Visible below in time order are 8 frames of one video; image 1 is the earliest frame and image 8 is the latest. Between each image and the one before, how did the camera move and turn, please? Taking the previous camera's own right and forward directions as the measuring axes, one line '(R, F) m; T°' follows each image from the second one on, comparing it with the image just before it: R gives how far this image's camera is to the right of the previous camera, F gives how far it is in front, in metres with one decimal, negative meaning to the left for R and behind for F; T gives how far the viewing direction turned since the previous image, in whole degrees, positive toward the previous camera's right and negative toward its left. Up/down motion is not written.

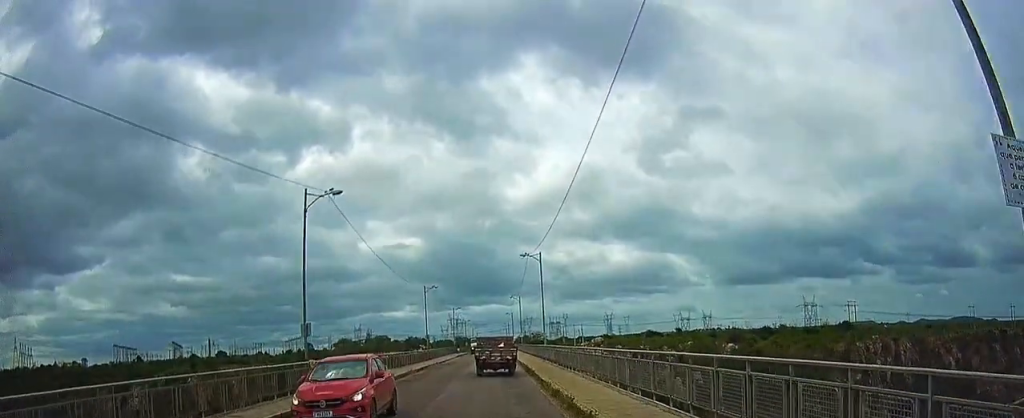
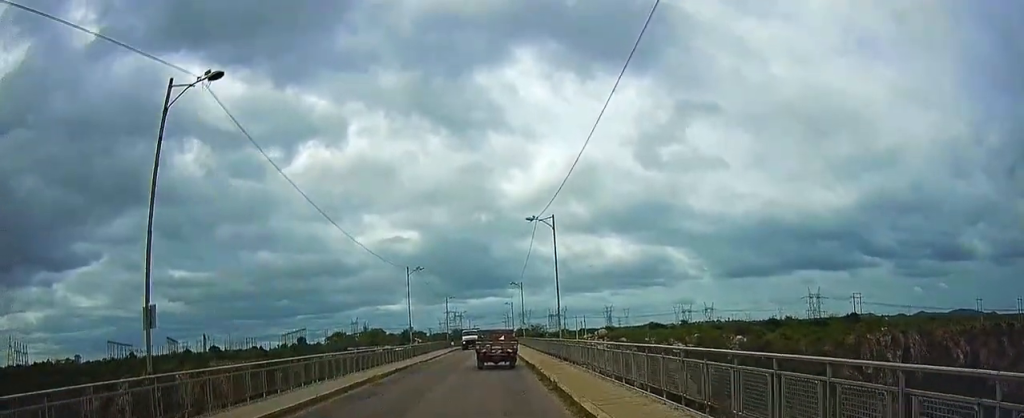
(+0.3, +12.2) m; +2°
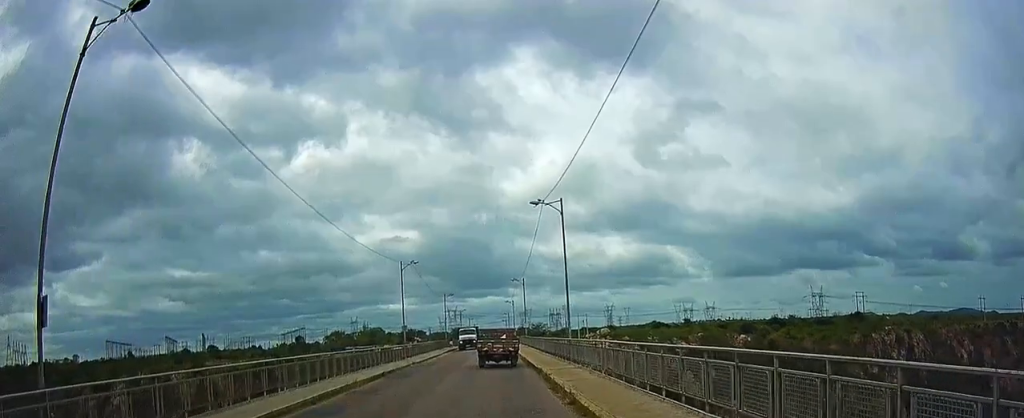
(0.0, +4.1) m; 0°
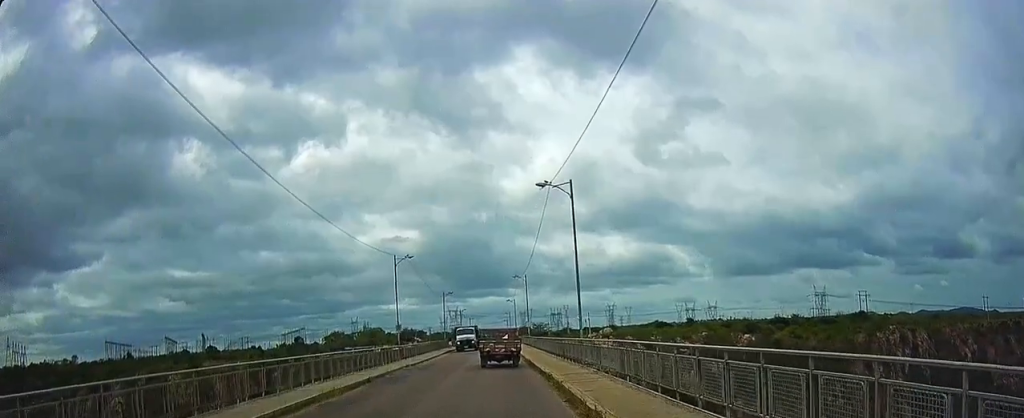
(0.0, +3.6) m; 0°
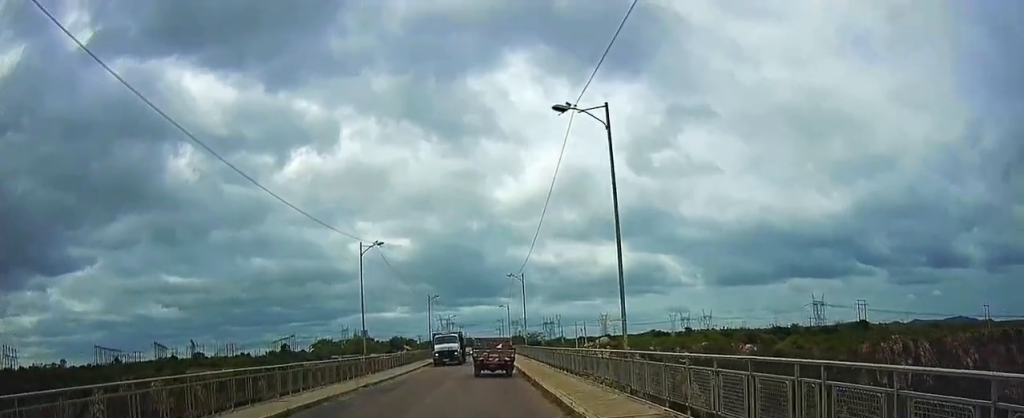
(-0.1, +9.9) m; 0°
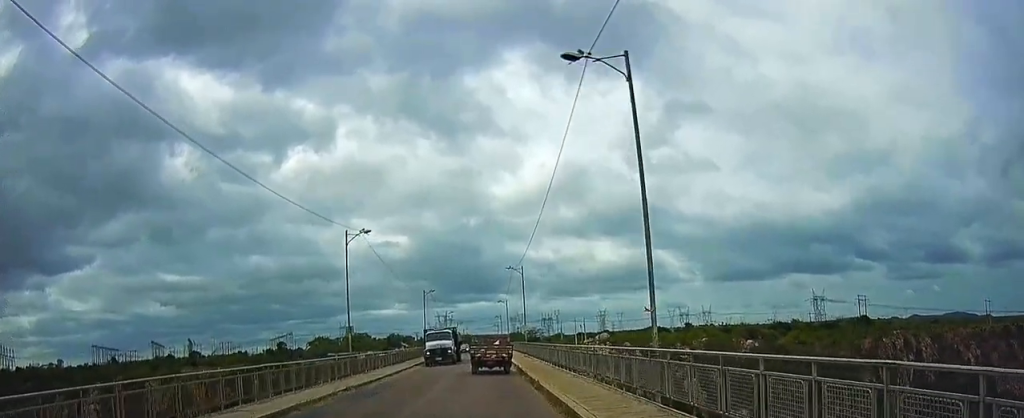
(0.0, +3.2) m; +1°
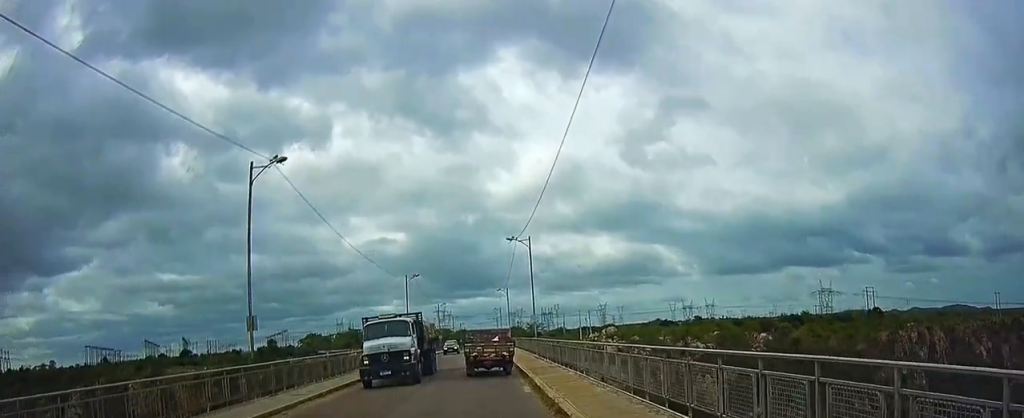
(+0.3, +13.4) m; +1°
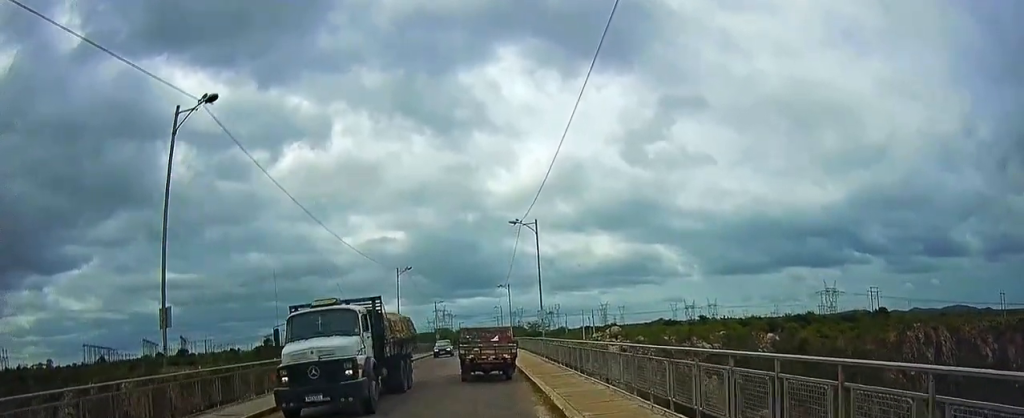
(-0.3, +5.8) m; +1°
